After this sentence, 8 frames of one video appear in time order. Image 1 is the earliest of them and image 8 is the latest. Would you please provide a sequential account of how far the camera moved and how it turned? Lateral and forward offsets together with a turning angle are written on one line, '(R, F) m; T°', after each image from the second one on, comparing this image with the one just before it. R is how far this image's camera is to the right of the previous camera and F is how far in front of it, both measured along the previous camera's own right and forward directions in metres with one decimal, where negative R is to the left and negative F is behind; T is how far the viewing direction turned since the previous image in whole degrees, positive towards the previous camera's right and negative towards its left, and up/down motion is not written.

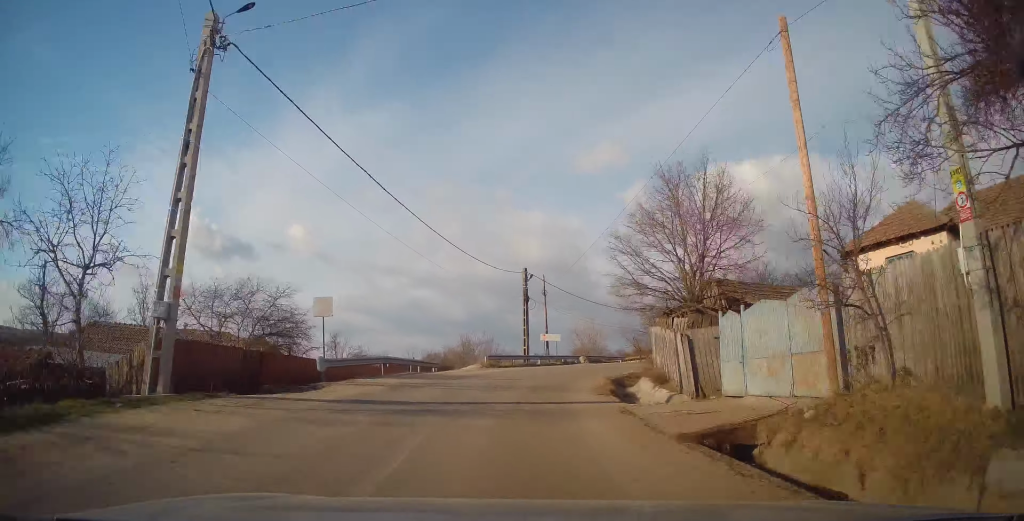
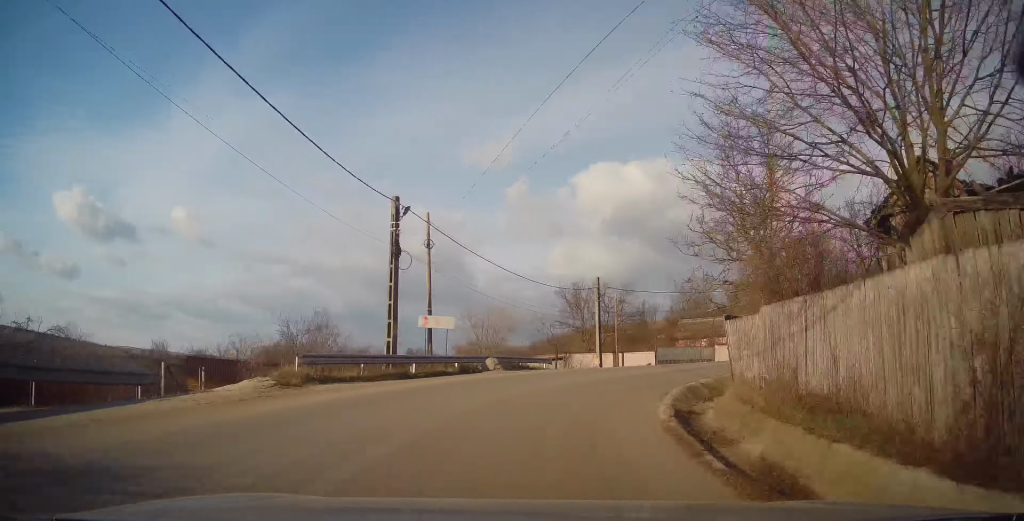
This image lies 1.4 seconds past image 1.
(+1.4, +18.5) m; +12°
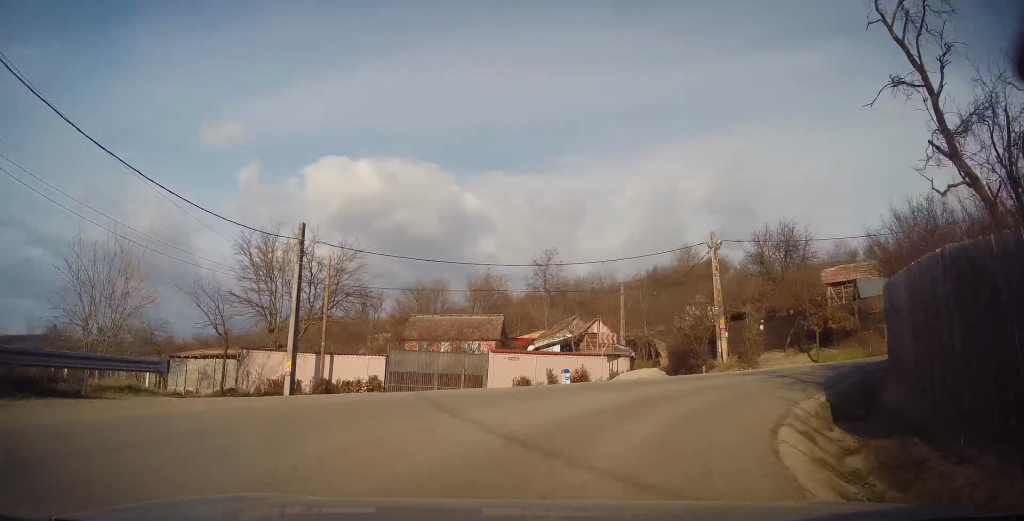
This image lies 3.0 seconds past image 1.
(+3.5, +16.7) m; +29°
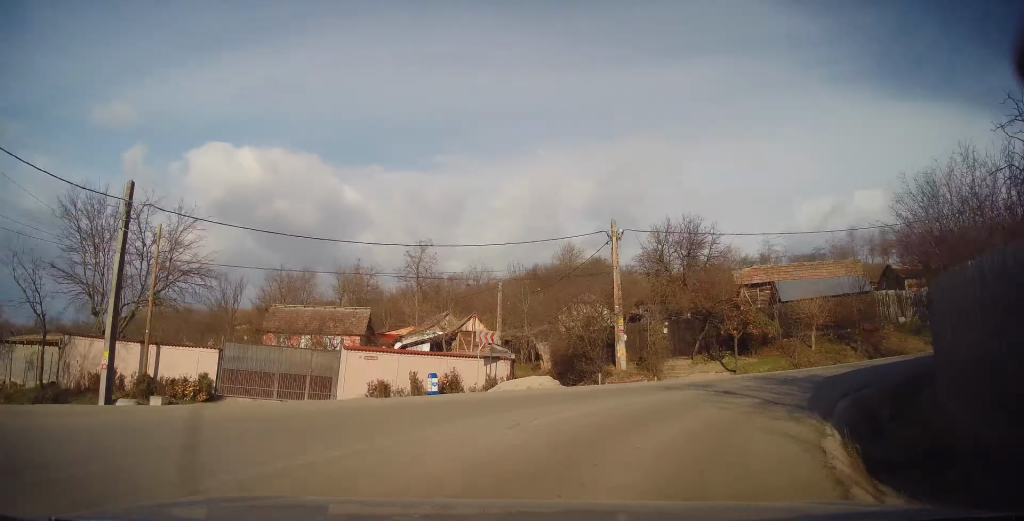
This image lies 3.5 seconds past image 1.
(+0.4, +4.6) m; +13°
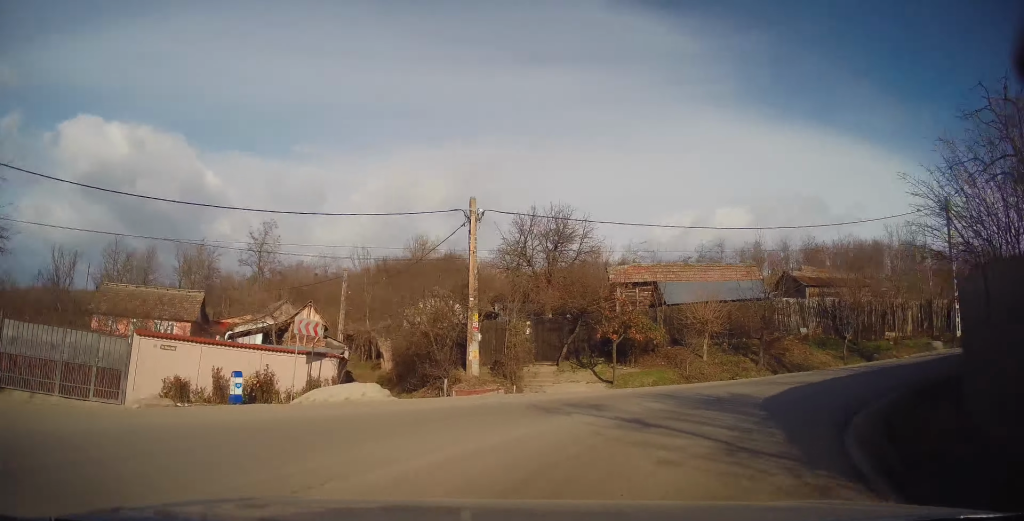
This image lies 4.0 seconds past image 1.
(+0.4, +4.2) m; +16°
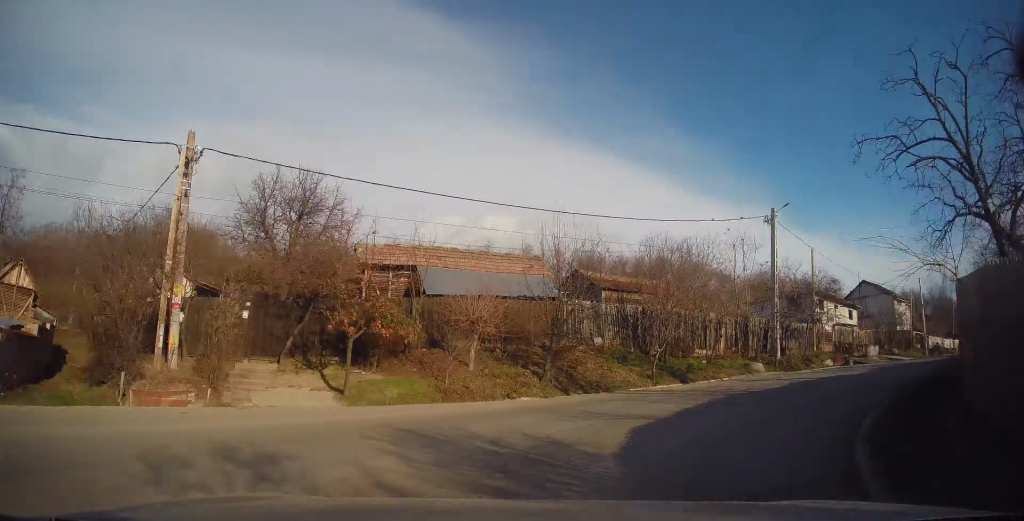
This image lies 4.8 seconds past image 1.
(+1.1, +5.7) m; +27°
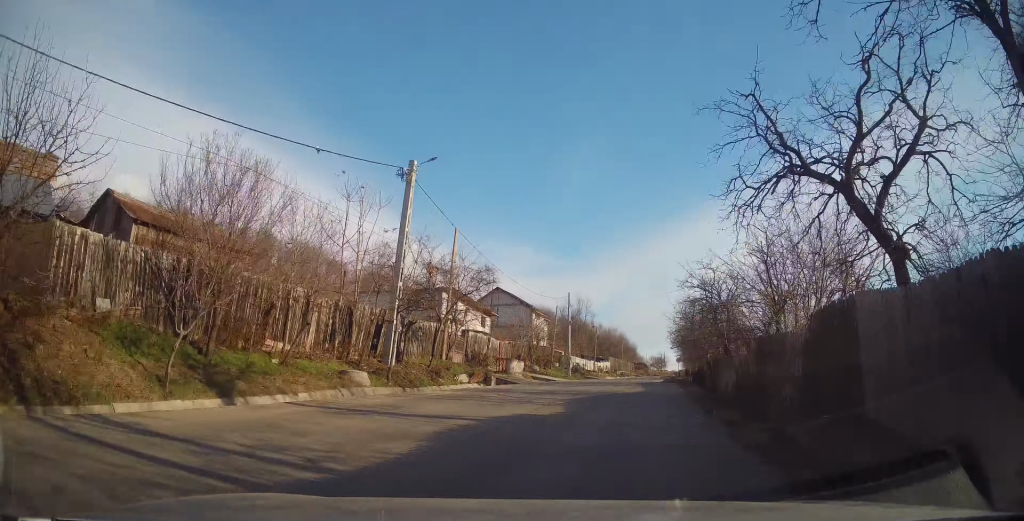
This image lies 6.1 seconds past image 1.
(+3.9, +8.4) m; +39°
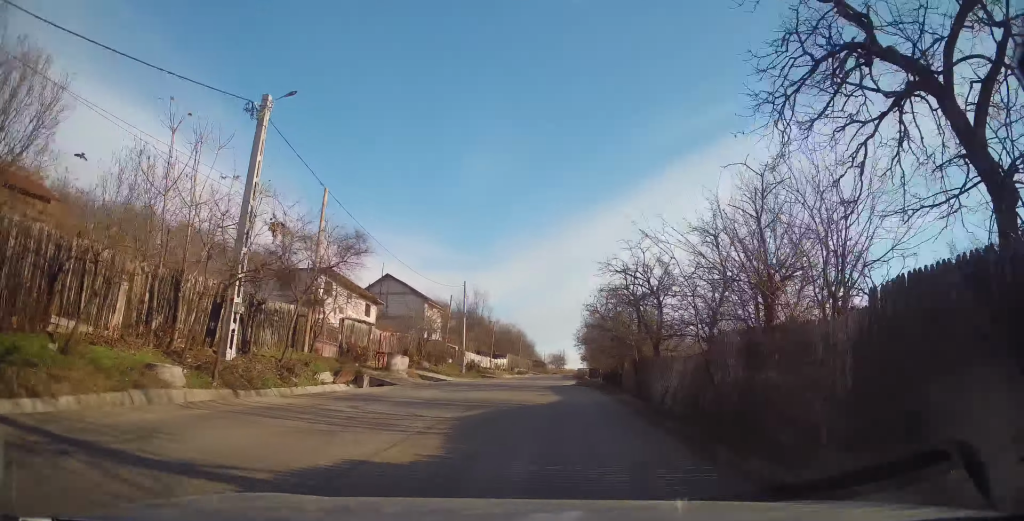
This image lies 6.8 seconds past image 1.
(+0.7, +4.9) m; +13°
